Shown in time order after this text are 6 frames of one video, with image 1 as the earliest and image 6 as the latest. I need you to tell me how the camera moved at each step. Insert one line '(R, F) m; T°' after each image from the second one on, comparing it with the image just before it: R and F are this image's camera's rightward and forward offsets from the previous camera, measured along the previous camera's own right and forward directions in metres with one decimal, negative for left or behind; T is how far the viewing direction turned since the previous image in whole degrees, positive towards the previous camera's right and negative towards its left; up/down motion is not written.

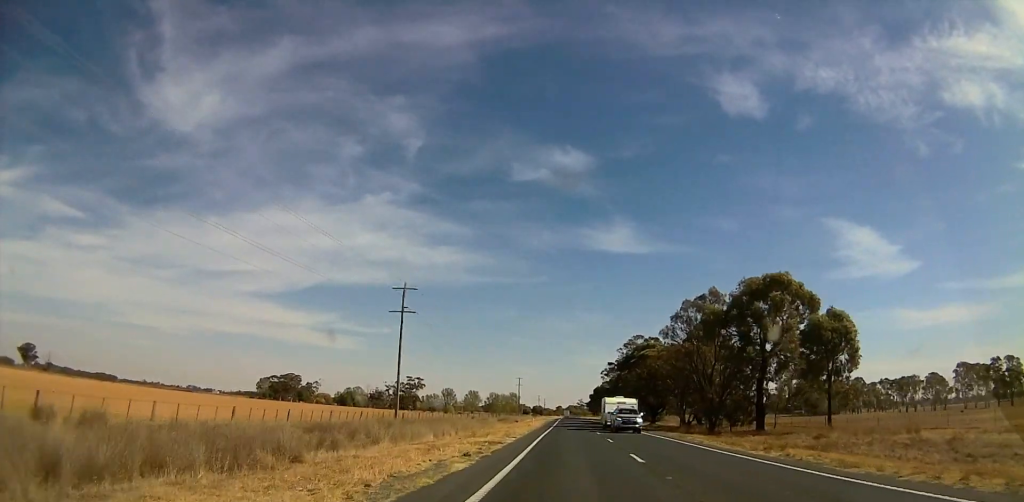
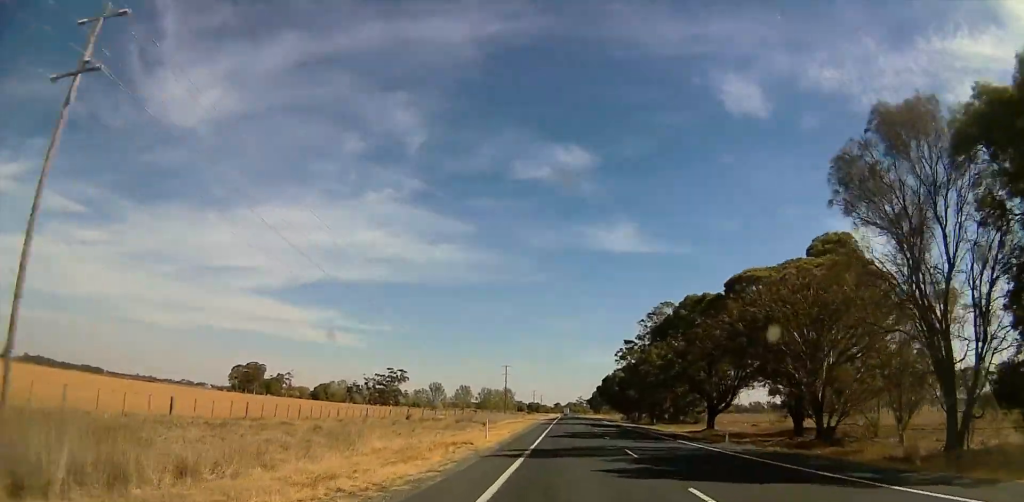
(-0.8, +38.1) m; -2°
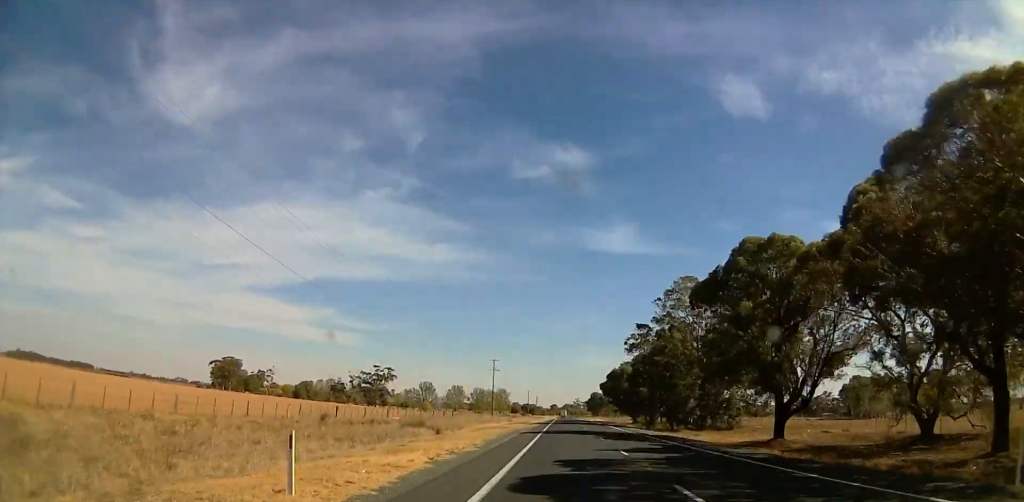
(0.0, +20.8) m; 0°
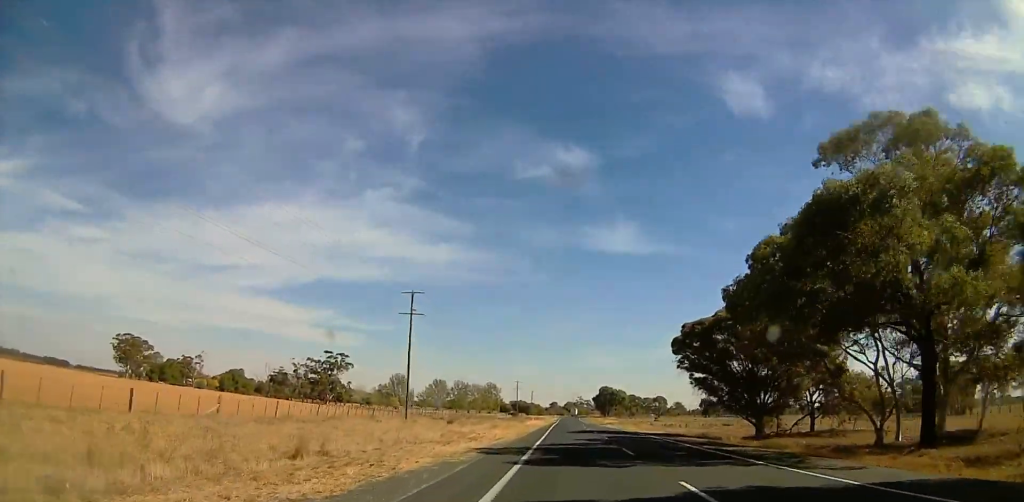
(+0.1, +84.3) m; +1°
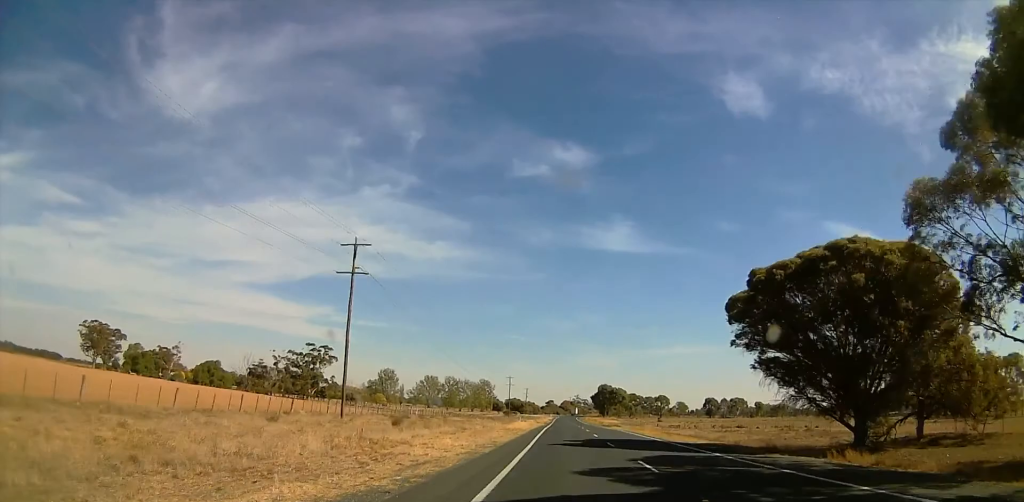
(+0.3, +21.5) m; 0°
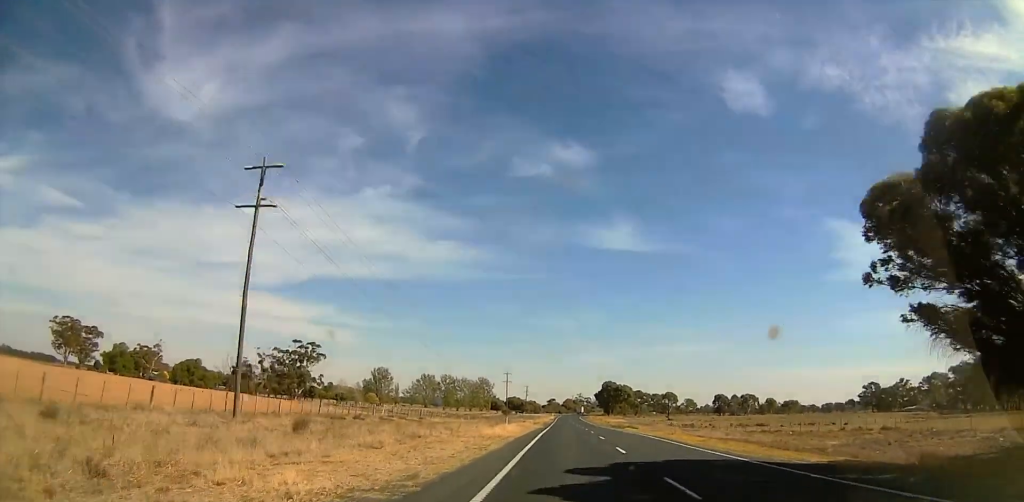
(0.0, +19.5) m; 0°
